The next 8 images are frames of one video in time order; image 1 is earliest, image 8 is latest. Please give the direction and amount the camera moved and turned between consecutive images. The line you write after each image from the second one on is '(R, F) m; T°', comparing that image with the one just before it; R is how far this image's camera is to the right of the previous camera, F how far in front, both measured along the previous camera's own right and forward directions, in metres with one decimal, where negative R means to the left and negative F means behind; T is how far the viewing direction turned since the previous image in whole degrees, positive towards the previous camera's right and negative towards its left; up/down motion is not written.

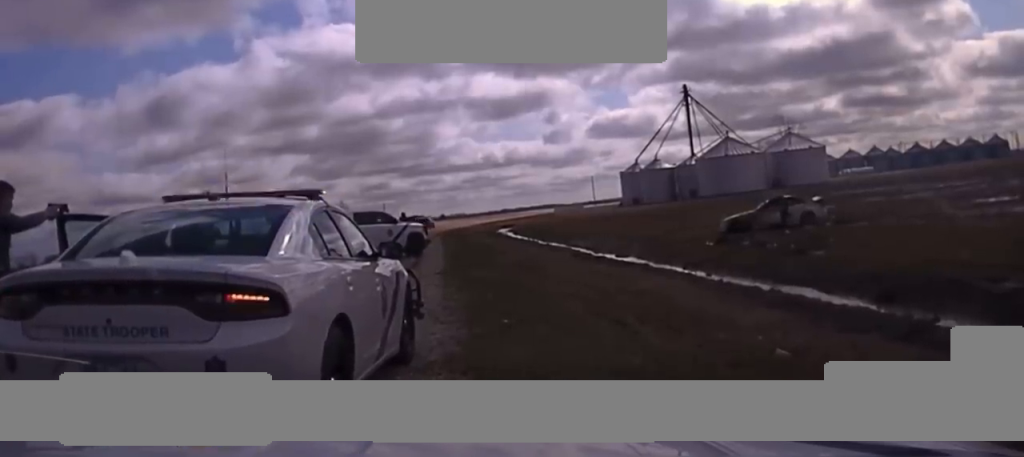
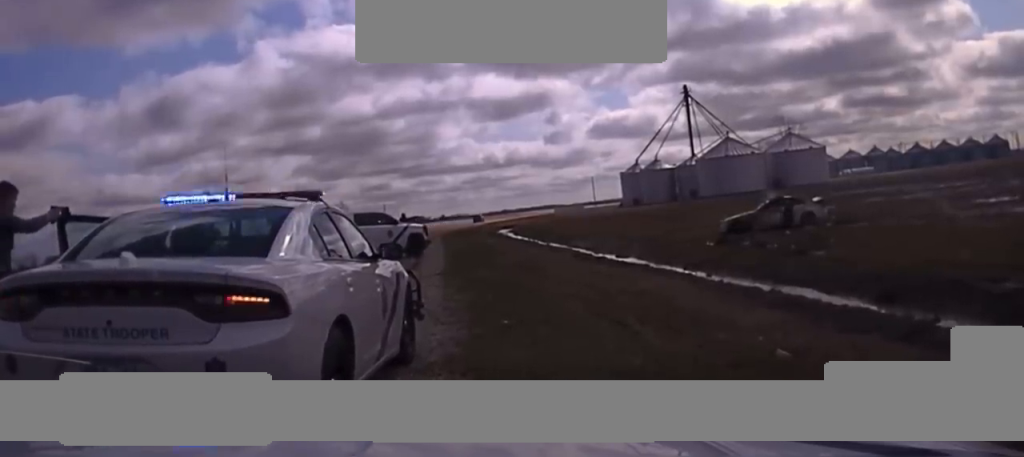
(0.0, 0.0) m; 0°
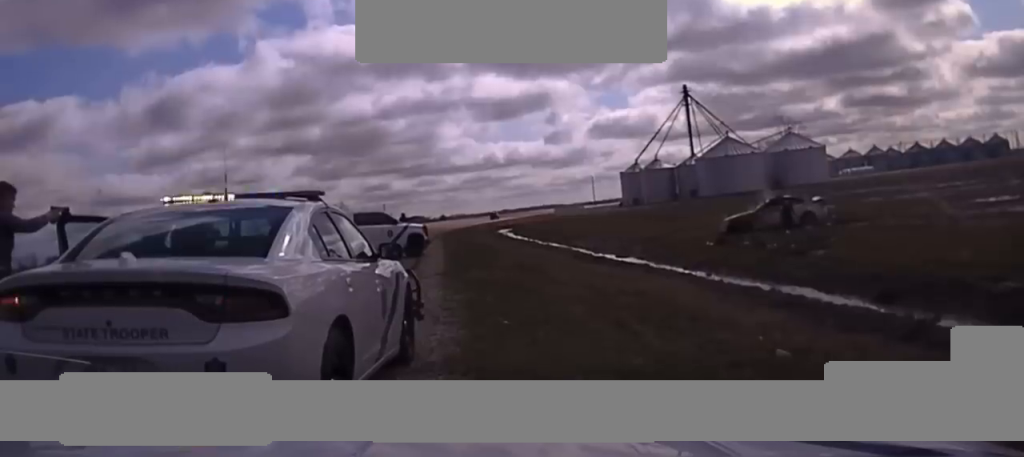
(0.0, 0.0) m; 0°
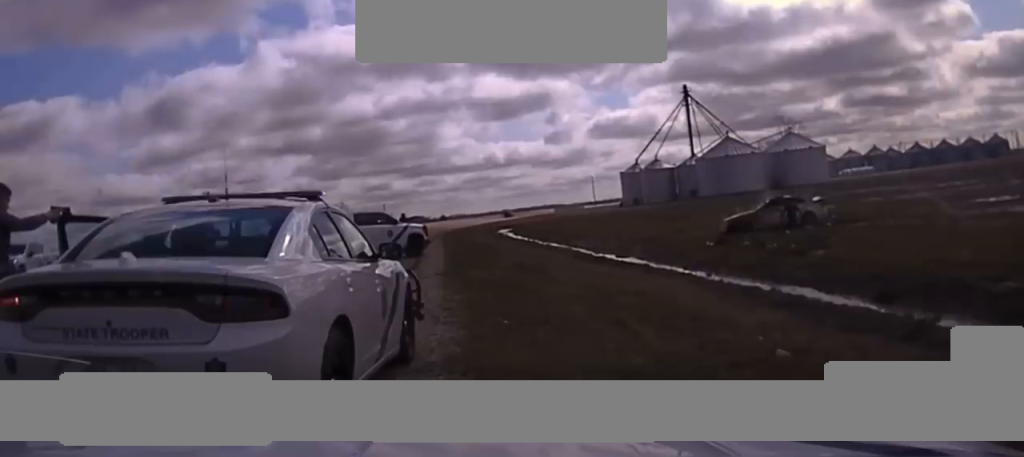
(0.0, 0.0) m; 0°
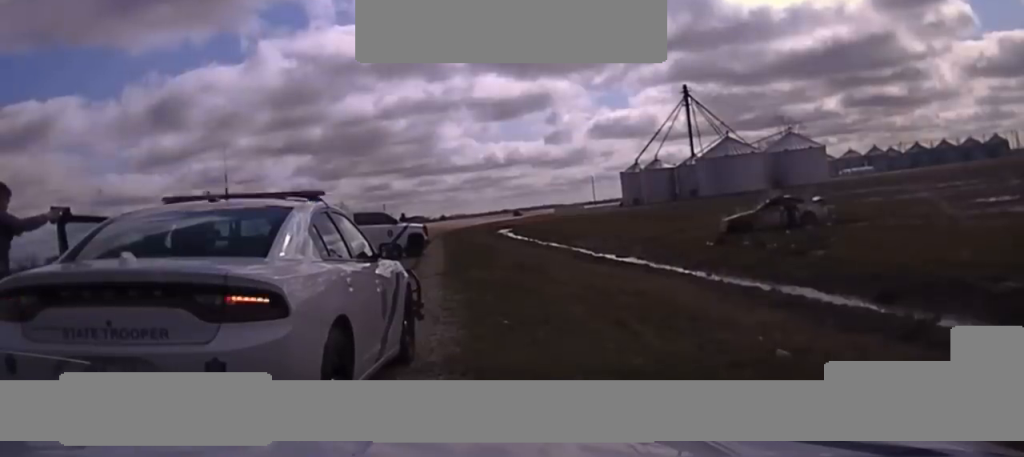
(0.0, 0.0) m; 0°
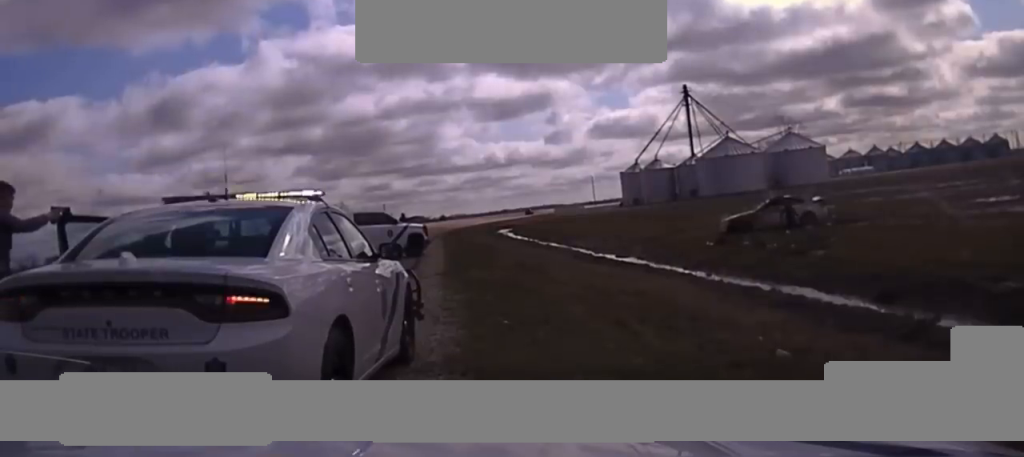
(0.0, 0.0) m; 0°
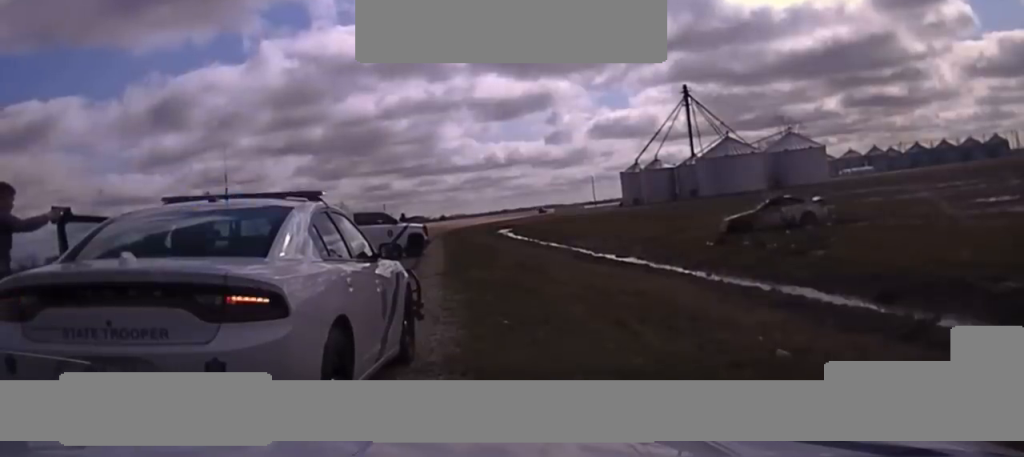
(0.0, 0.0) m; 0°
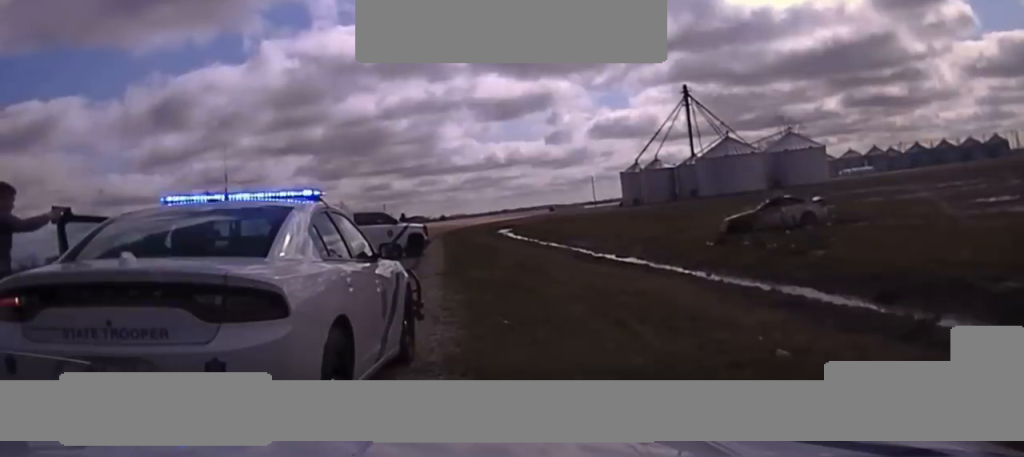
(0.0, 0.0) m; 0°
